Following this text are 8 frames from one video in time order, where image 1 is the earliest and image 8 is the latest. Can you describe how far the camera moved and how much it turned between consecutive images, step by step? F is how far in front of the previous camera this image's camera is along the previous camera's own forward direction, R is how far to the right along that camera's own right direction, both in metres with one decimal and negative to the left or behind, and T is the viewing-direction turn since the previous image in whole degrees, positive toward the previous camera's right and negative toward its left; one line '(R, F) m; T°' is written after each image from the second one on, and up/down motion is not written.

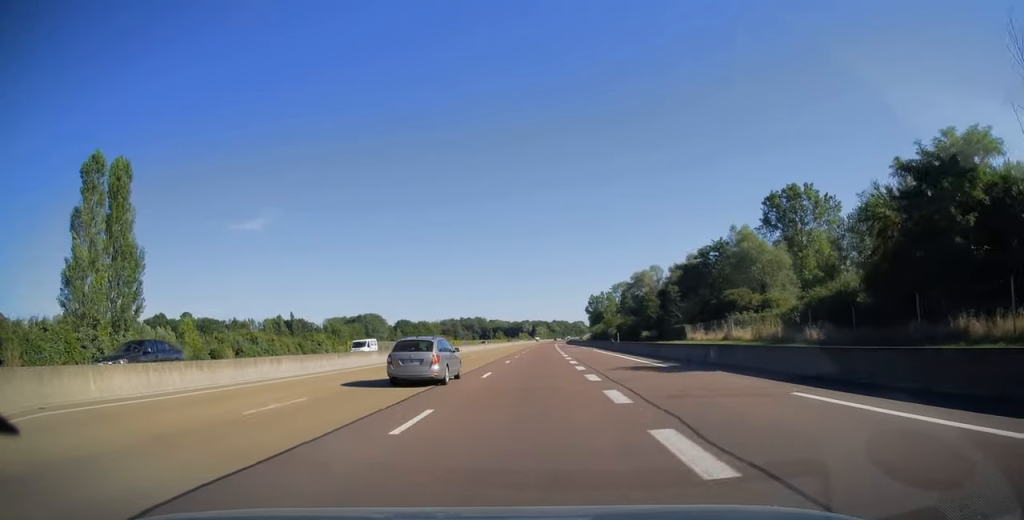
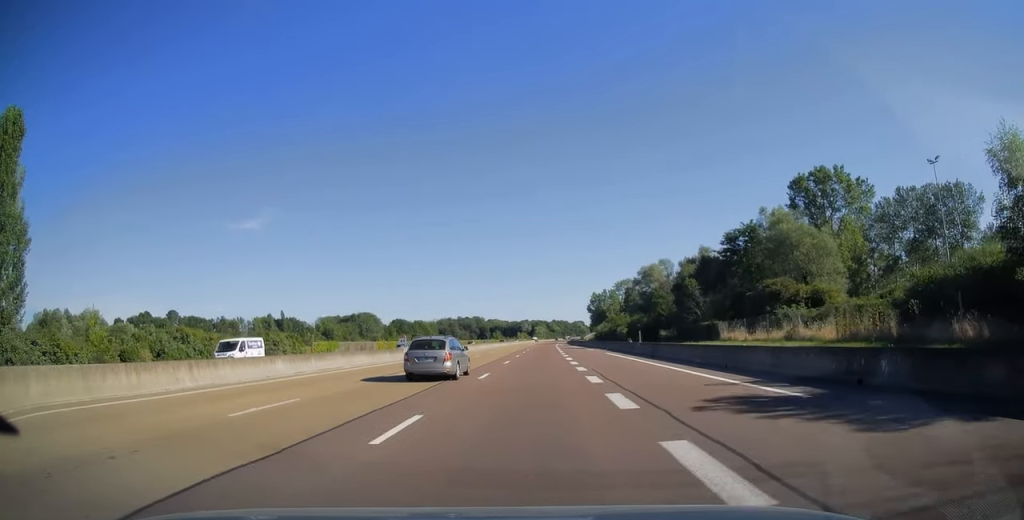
(0.0, +13.9) m; 0°
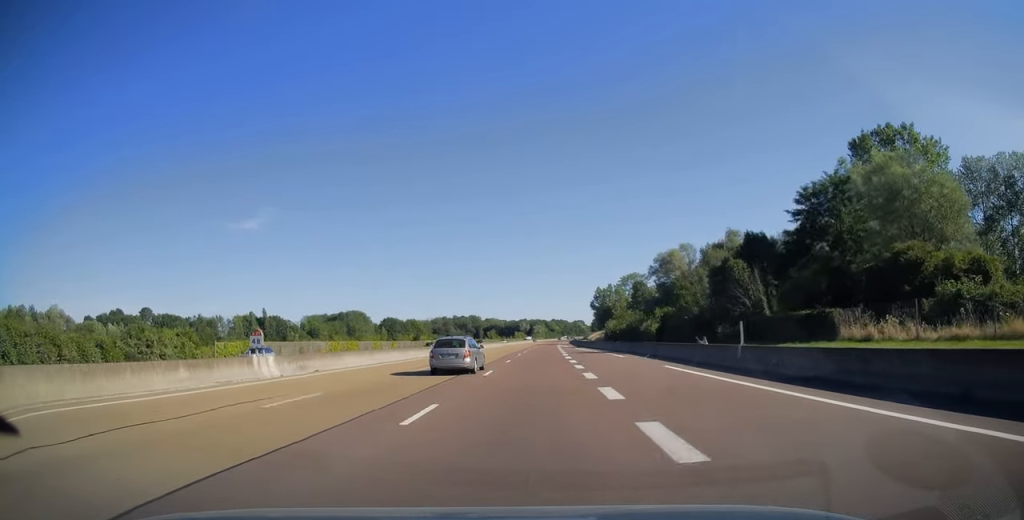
(0.0, +24.2) m; 0°
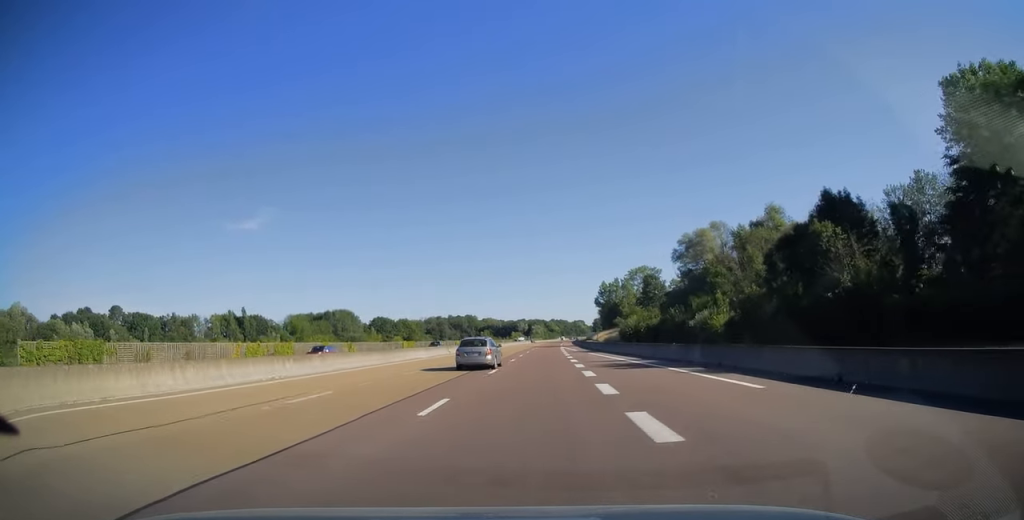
(0.0, +24.8) m; 0°
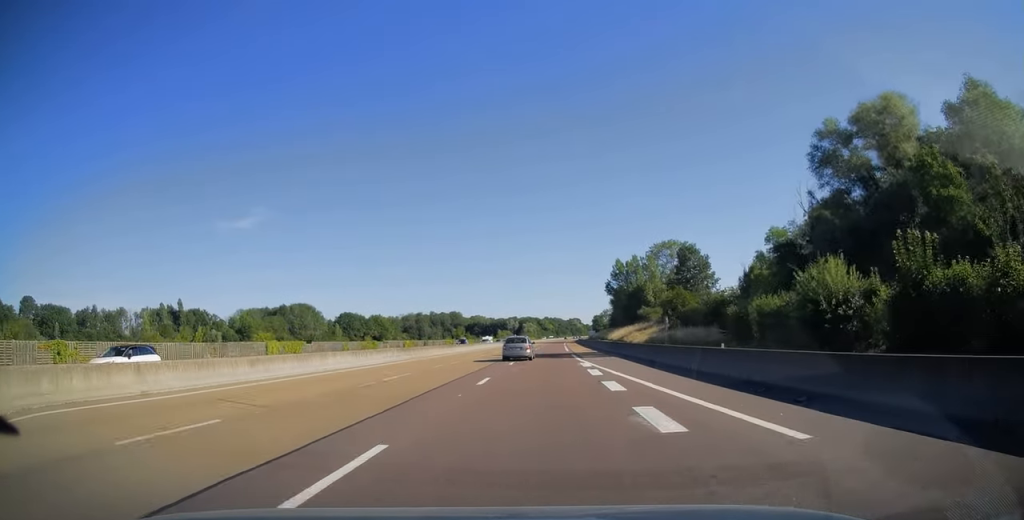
(+0.1, +58.3) m; 0°
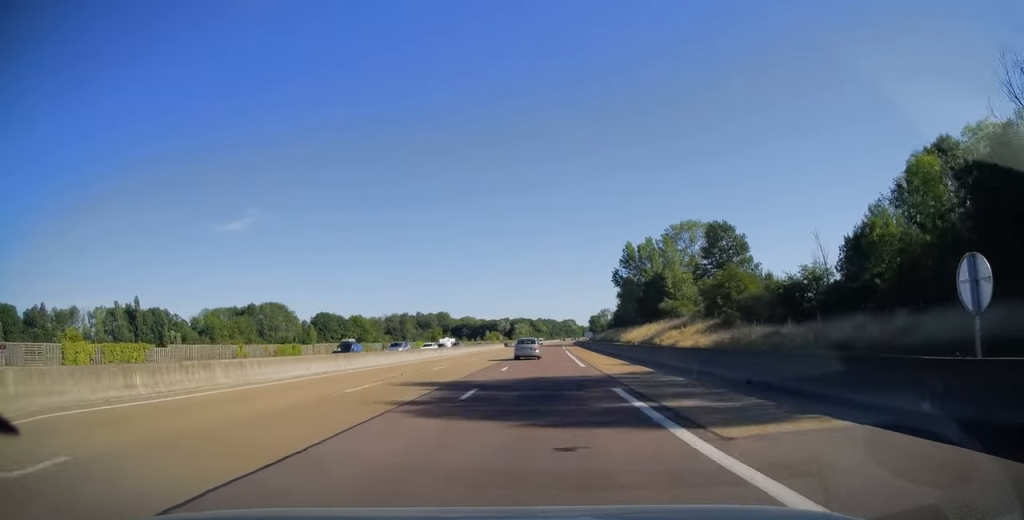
(+0.1, +29.8) m; +1°
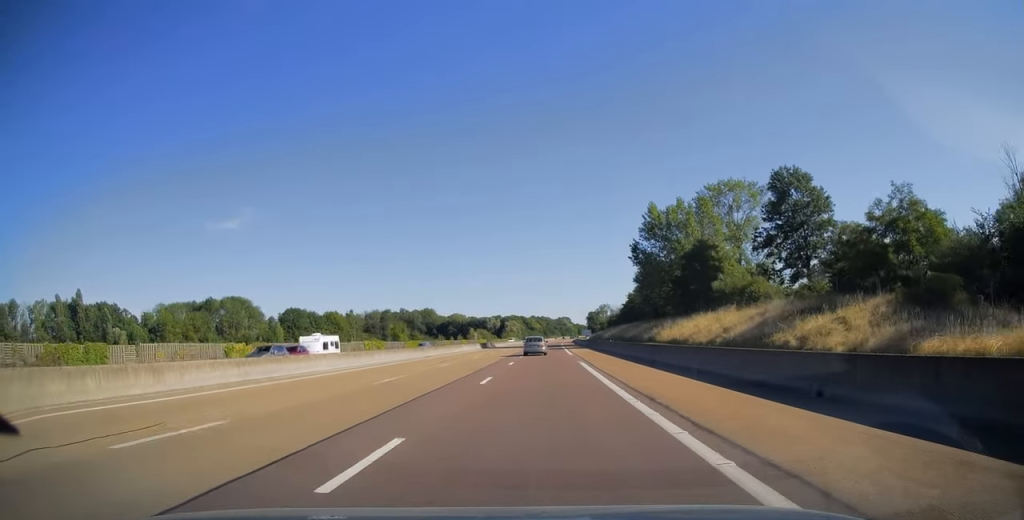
(+0.3, +34.5) m; +1°
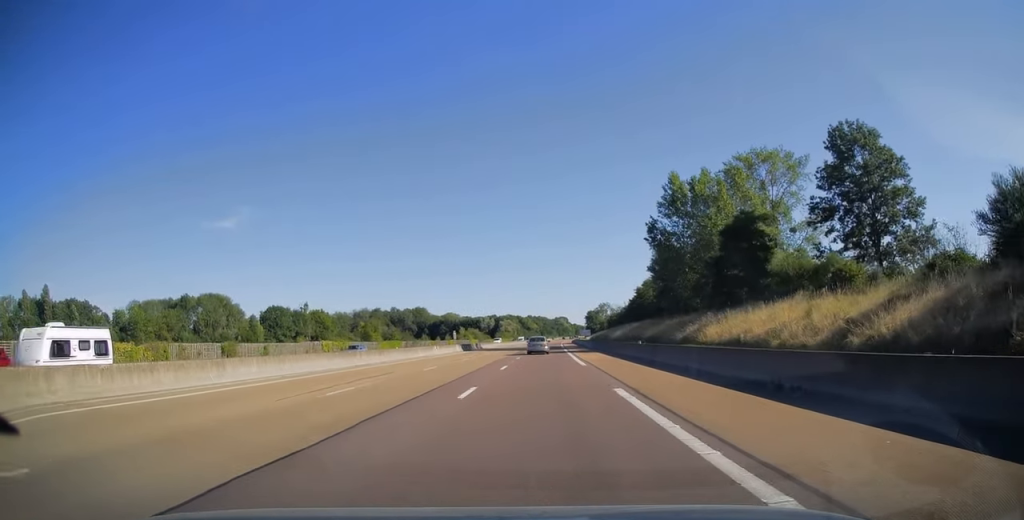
(0.0, +17.5) m; 0°
